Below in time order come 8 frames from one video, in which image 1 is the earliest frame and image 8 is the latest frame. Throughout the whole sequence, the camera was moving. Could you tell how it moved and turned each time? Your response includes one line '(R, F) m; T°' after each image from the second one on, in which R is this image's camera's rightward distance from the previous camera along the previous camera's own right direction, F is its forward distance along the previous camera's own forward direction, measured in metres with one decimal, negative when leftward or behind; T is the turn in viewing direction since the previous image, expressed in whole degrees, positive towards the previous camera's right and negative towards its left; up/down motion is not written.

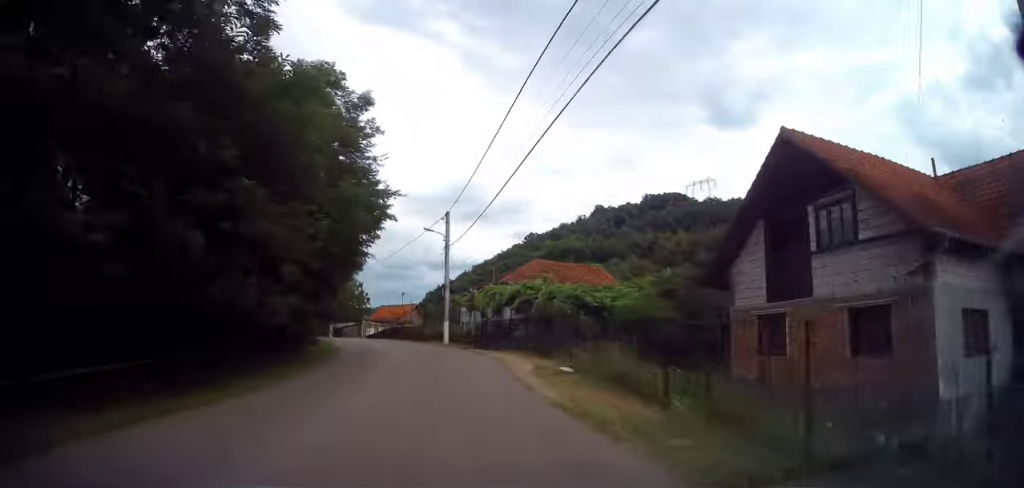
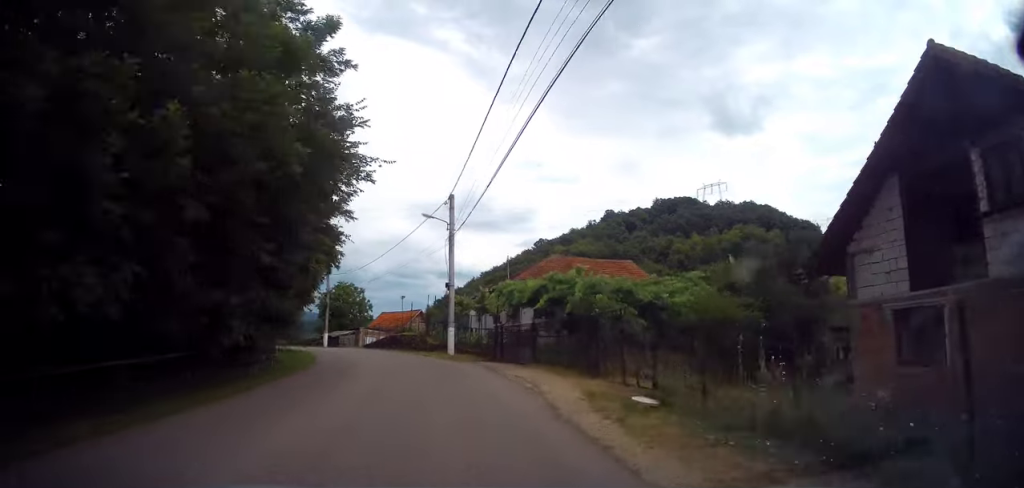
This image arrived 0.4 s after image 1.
(-0.2, +6.4) m; -3°
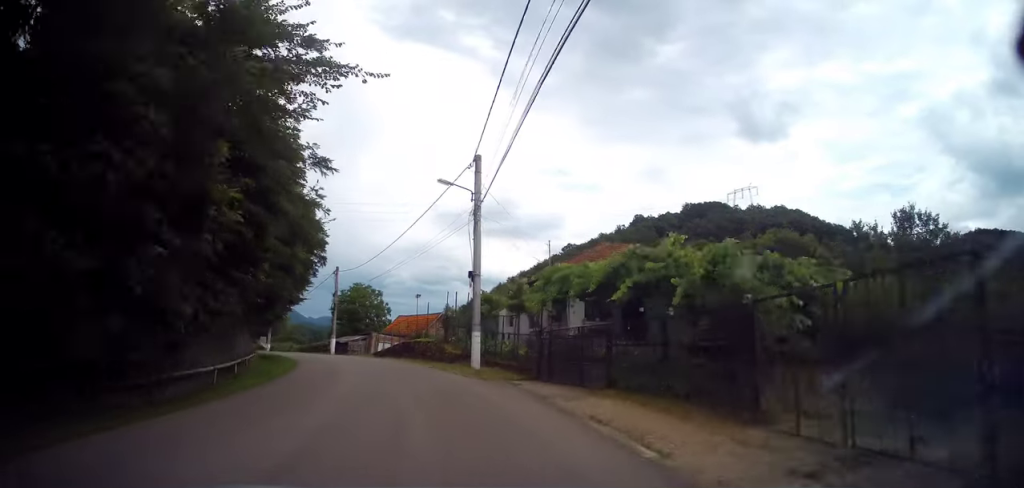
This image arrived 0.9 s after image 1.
(+0.1, +7.4) m; -3°
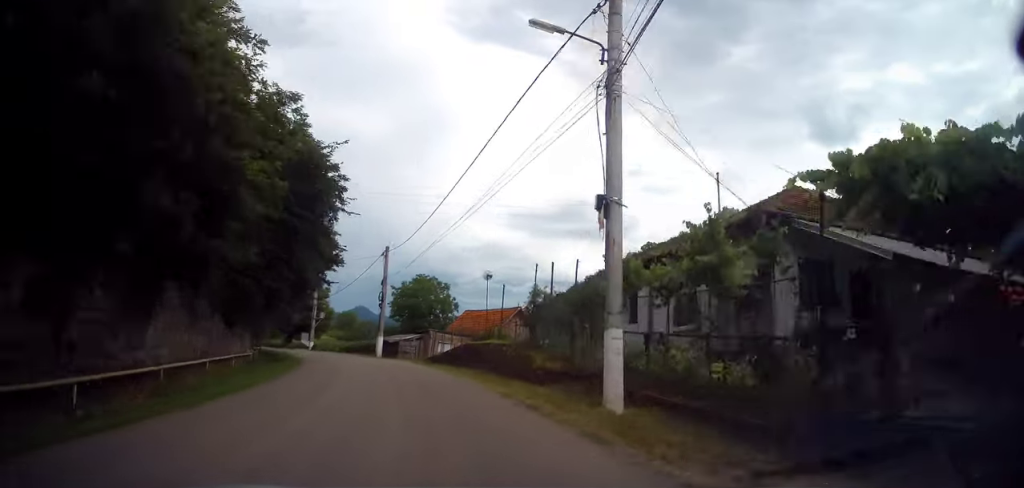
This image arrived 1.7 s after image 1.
(-0.8, +11.2) m; -7°
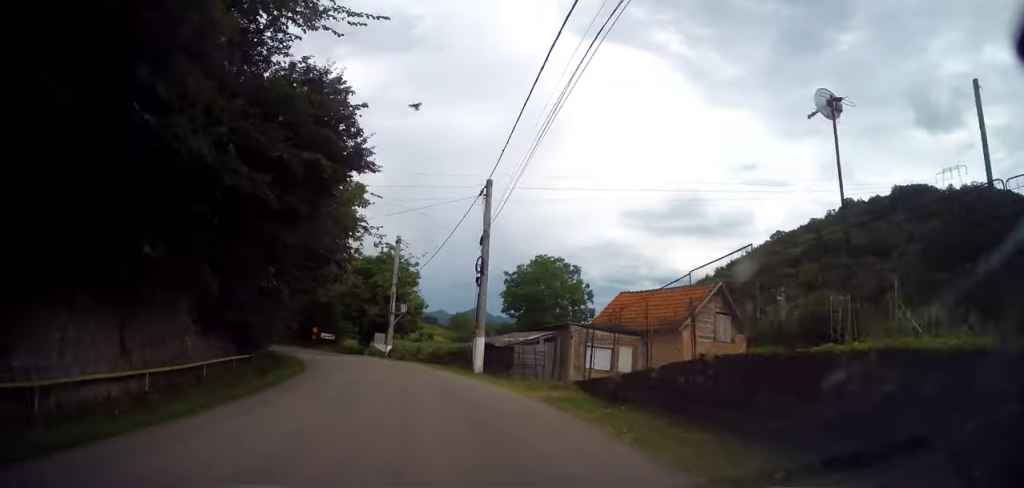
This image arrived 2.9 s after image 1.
(-1.6, +17.7) m; -11°
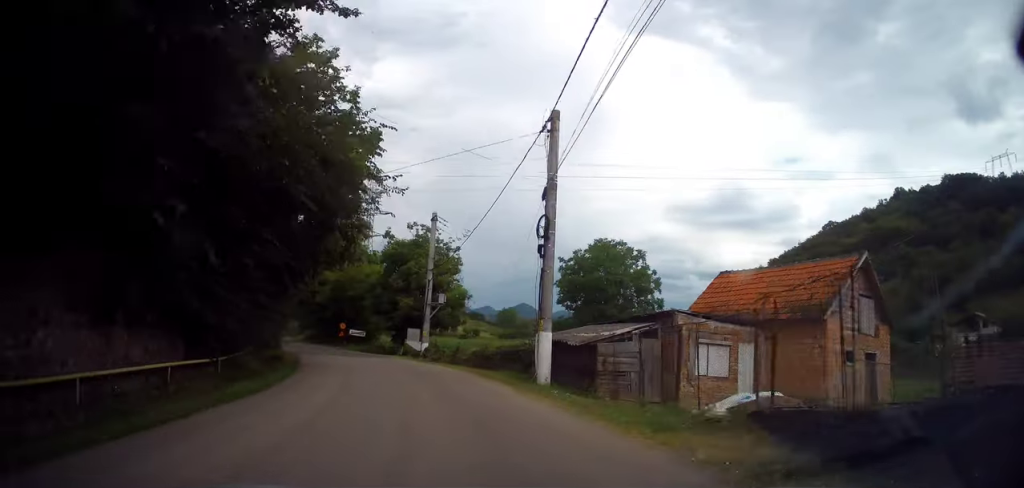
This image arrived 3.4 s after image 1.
(-0.5, +7.1) m; -5°
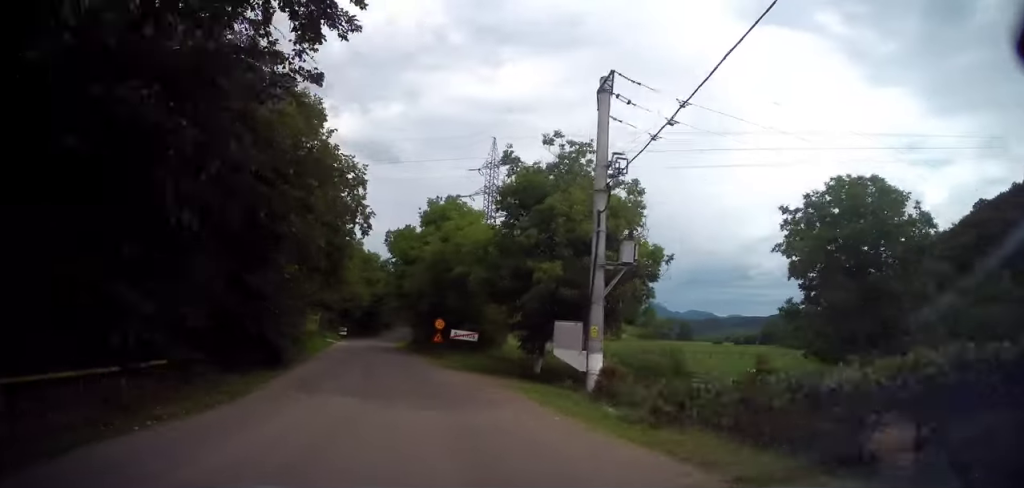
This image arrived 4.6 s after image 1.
(-2.3, +19.6) m; -13°
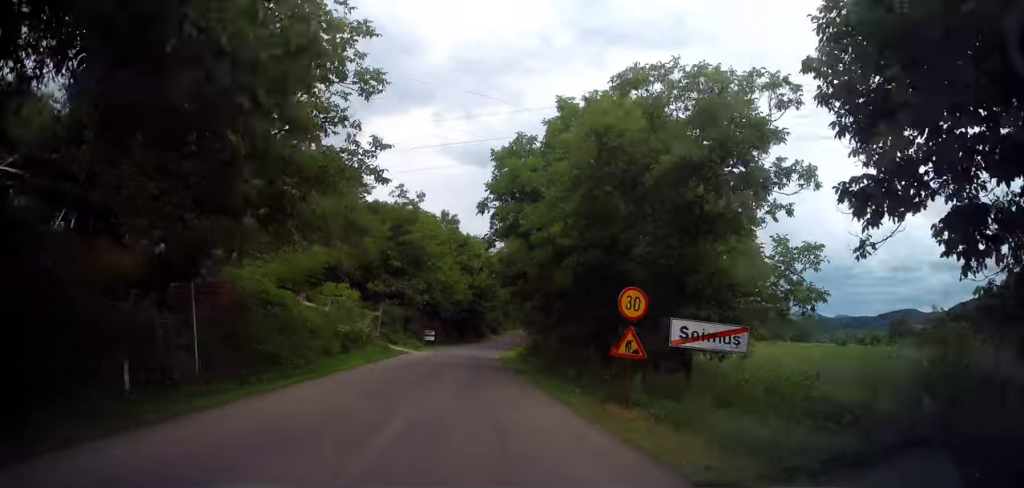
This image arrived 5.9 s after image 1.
(-1.9, +20.6) m; -10°
